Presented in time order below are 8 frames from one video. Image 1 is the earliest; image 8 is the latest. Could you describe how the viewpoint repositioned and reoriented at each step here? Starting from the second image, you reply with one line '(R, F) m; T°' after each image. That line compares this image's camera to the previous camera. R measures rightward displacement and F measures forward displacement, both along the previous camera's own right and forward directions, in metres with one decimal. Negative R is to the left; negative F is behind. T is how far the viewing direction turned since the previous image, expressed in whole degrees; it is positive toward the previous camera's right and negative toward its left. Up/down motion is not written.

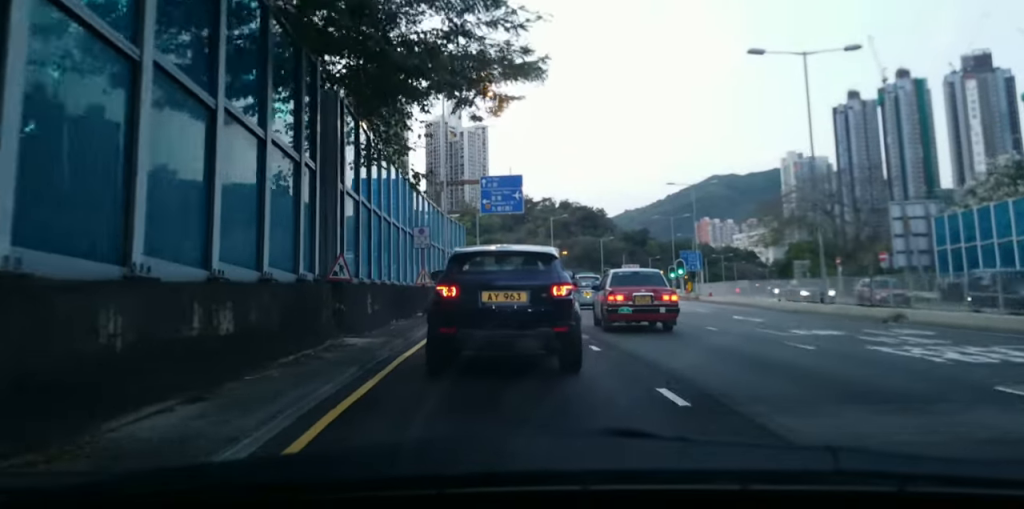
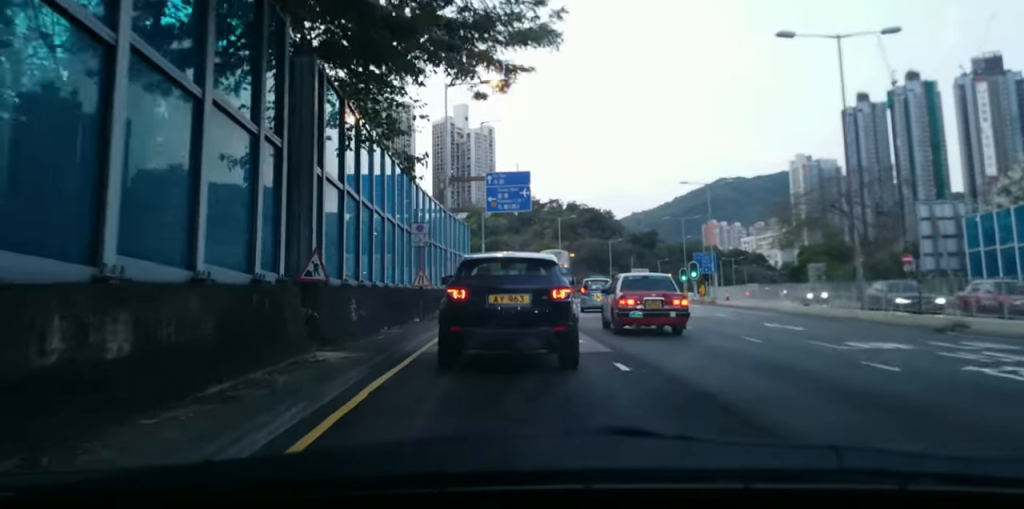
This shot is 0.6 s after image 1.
(0.0, +2.3) m; 0°
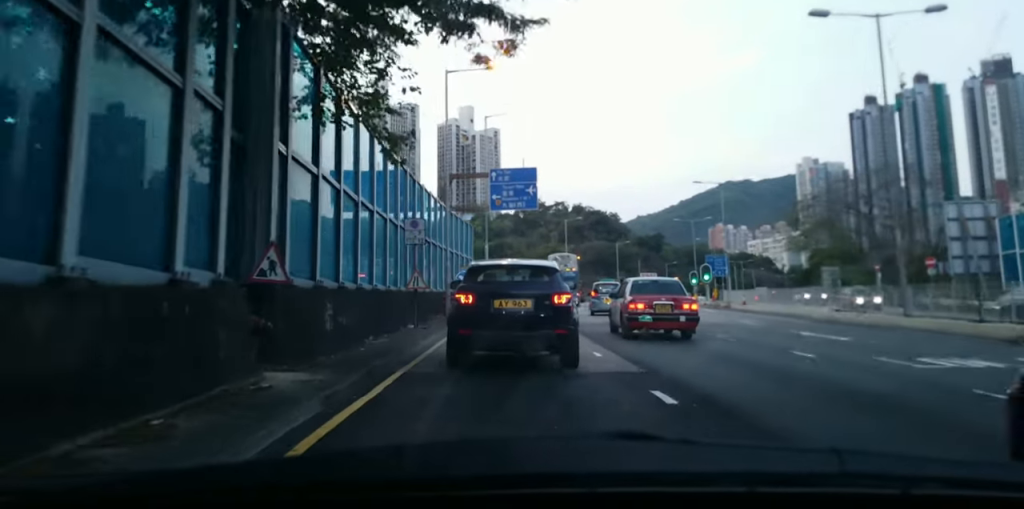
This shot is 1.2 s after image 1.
(0.0, +2.4) m; -1°
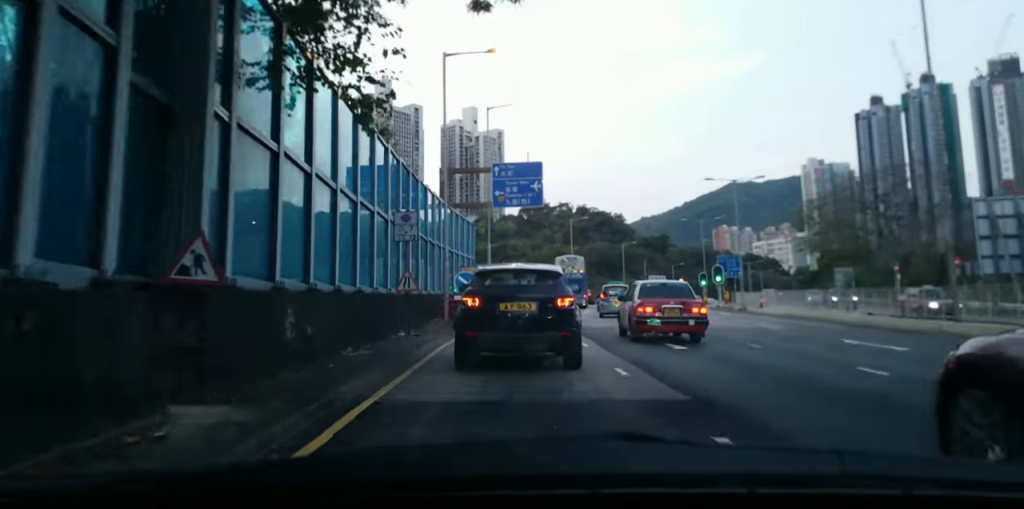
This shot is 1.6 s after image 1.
(0.0, +2.0) m; -1°
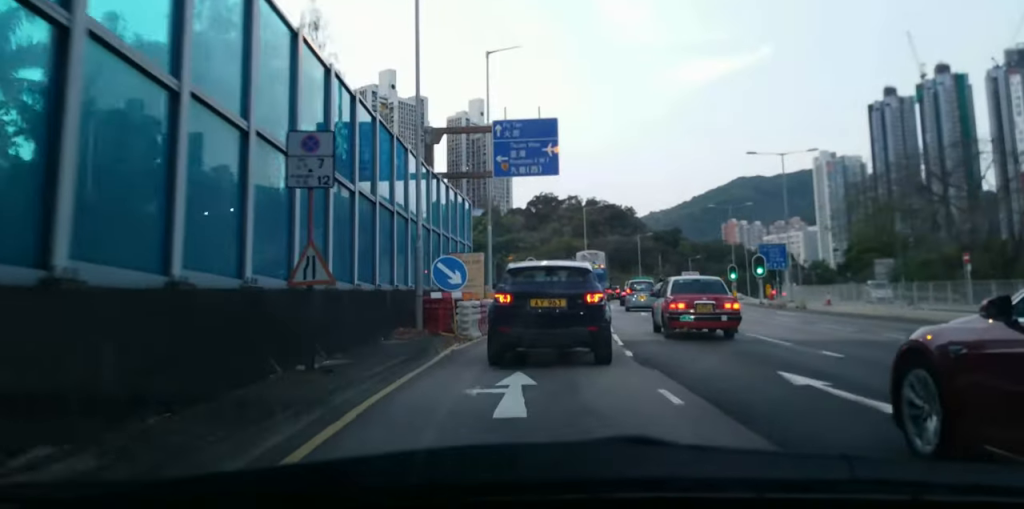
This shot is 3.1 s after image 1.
(-0.2, +8.5) m; 0°
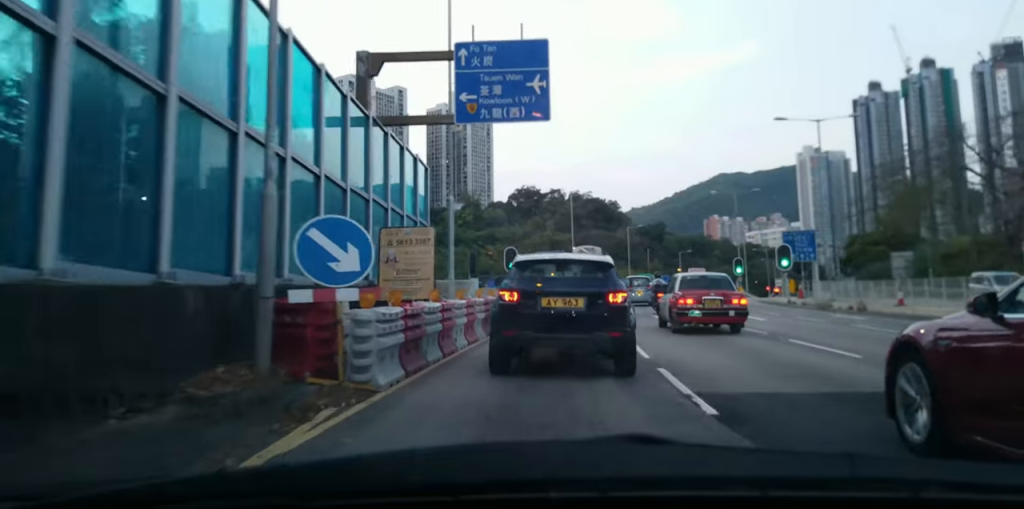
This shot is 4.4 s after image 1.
(+0.4, +8.7) m; +3°
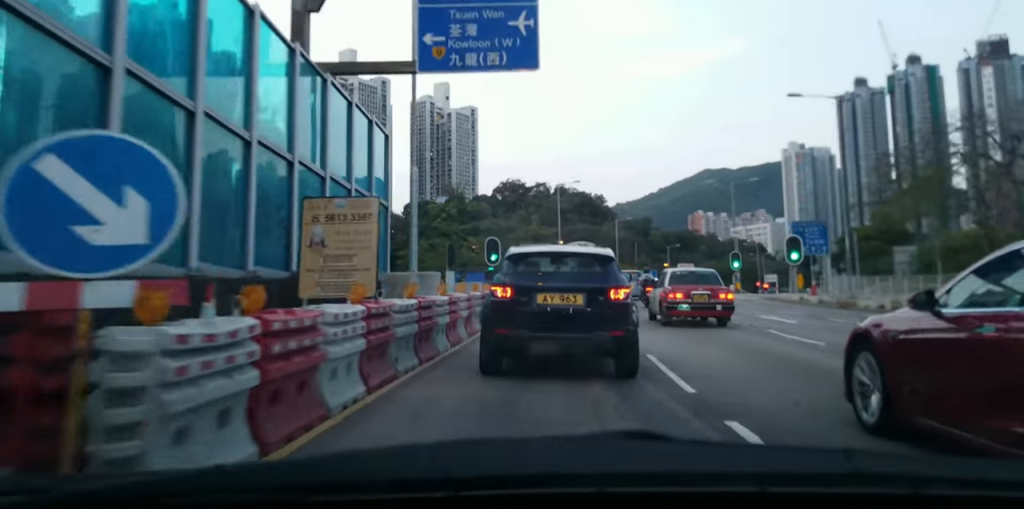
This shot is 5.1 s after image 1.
(-0.1, +4.9) m; -1°
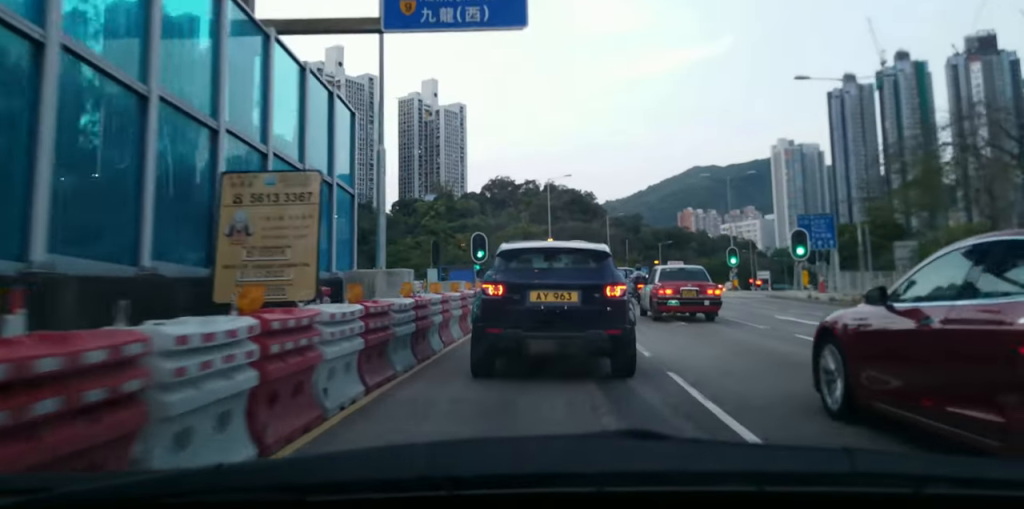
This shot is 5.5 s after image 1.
(0.0, +2.9) m; 0°
